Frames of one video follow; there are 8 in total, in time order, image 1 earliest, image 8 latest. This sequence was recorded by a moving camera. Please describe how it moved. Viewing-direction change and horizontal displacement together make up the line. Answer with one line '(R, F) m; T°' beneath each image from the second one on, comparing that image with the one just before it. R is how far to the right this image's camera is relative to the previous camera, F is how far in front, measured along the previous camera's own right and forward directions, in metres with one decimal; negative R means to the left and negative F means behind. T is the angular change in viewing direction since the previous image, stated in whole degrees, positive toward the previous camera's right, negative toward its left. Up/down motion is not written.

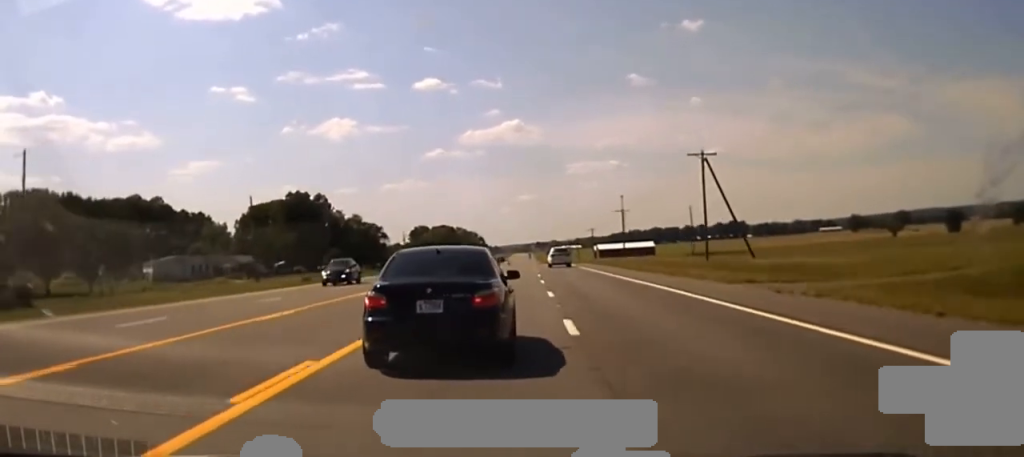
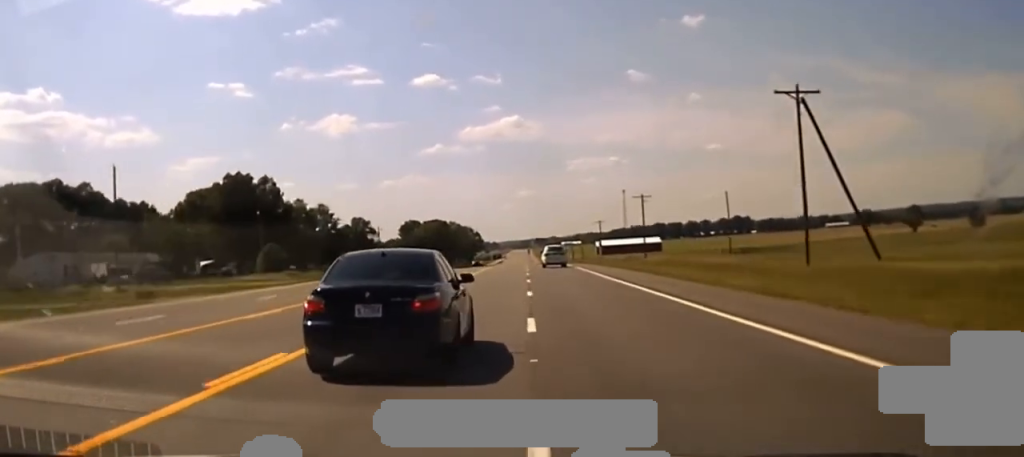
(-0.1, +30.5) m; 0°
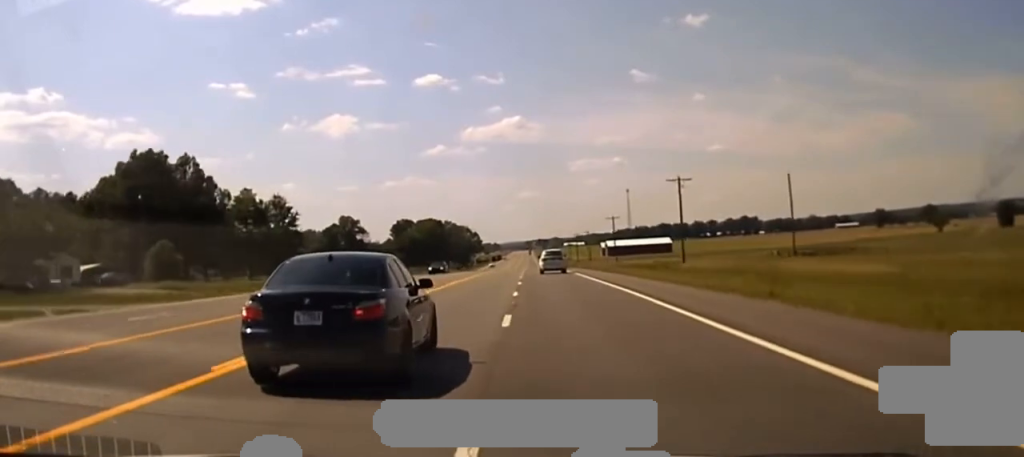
(+0.1, +32.7) m; 0°
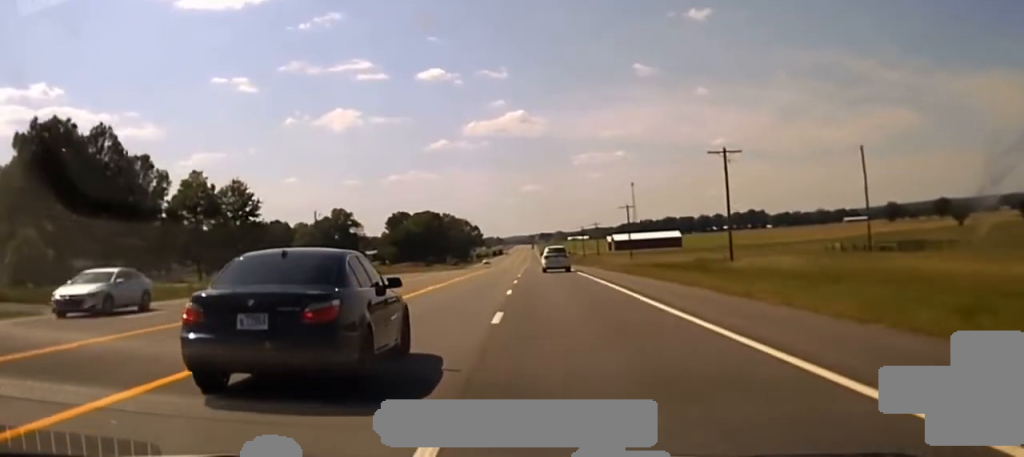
(-0.2, +24.5) m; -1°
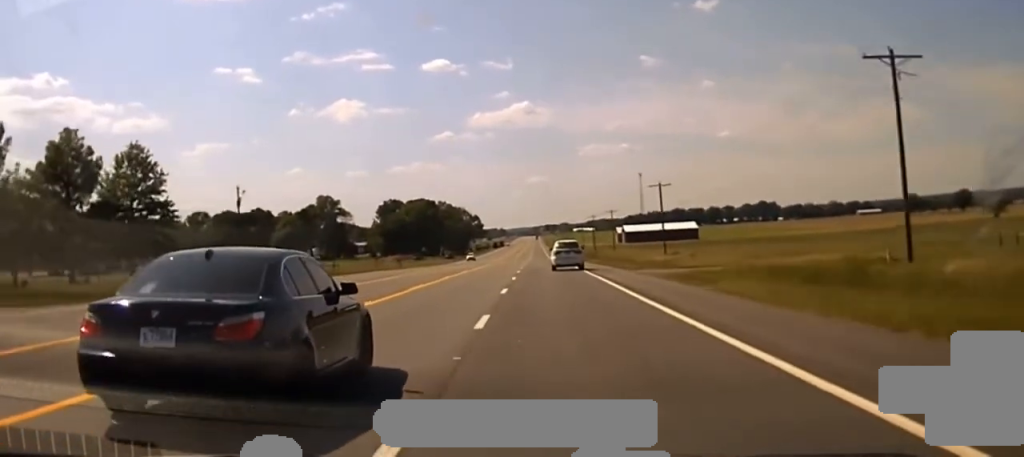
(-0.4, +41.7) m; -1°
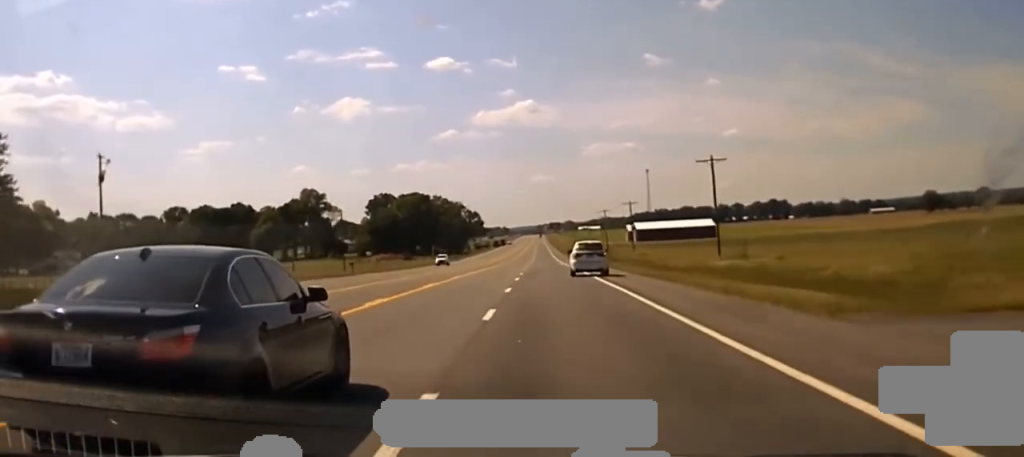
(0.0, +37.4) m; 0°
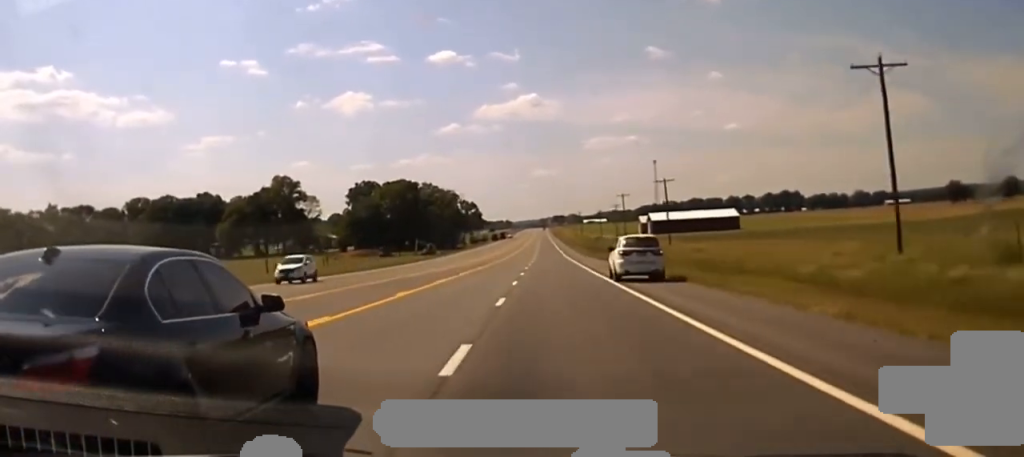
(+0.2, +43.3) m; 0°
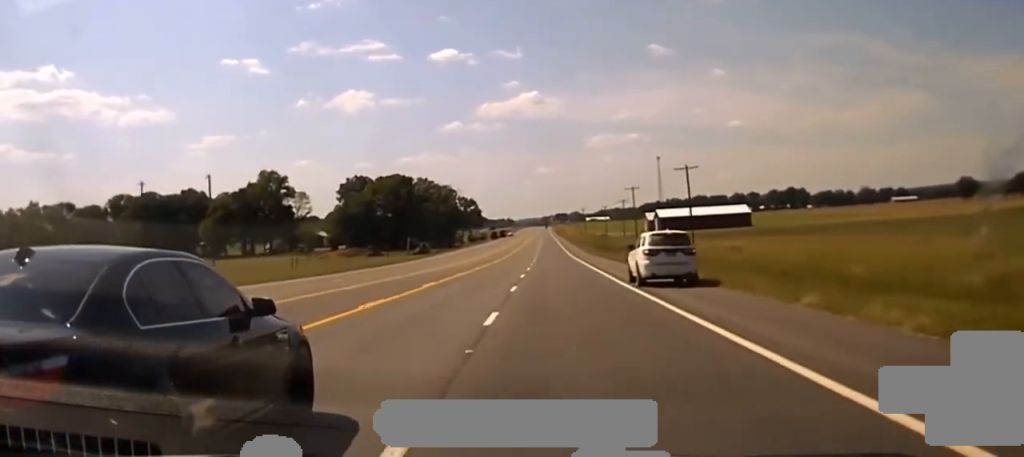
(-0.1, +15.7) m; 0°
